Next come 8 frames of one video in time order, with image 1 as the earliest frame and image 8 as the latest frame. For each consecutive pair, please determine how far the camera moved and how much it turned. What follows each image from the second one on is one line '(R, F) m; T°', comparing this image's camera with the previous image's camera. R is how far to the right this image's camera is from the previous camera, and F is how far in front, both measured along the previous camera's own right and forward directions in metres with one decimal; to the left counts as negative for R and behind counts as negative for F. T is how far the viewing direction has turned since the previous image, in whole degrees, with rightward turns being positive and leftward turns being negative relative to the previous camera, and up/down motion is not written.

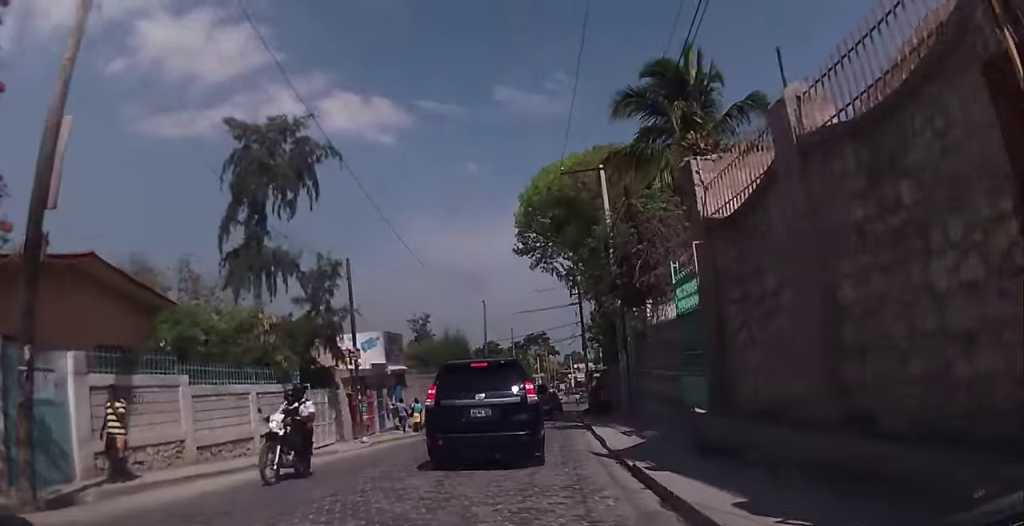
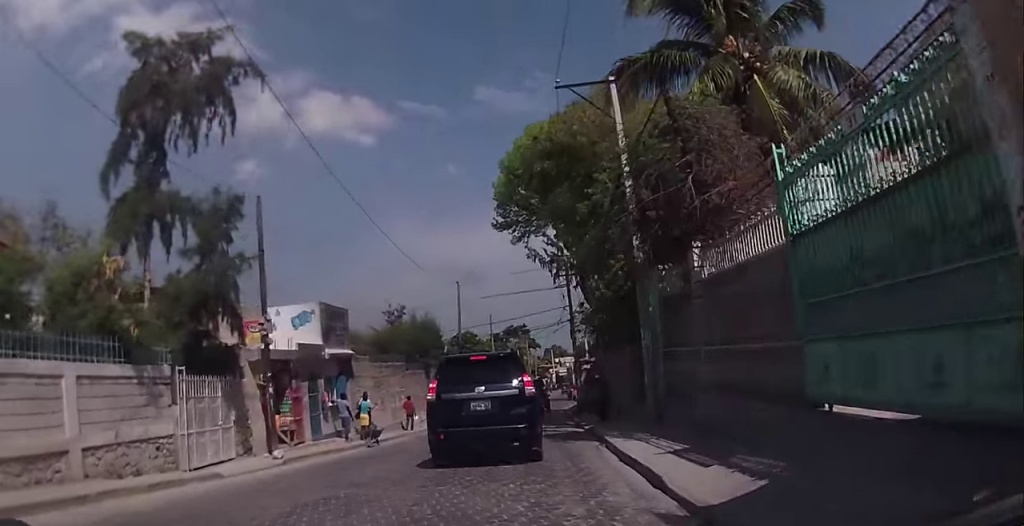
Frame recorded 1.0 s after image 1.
(0.0, +7.4) m; +2°
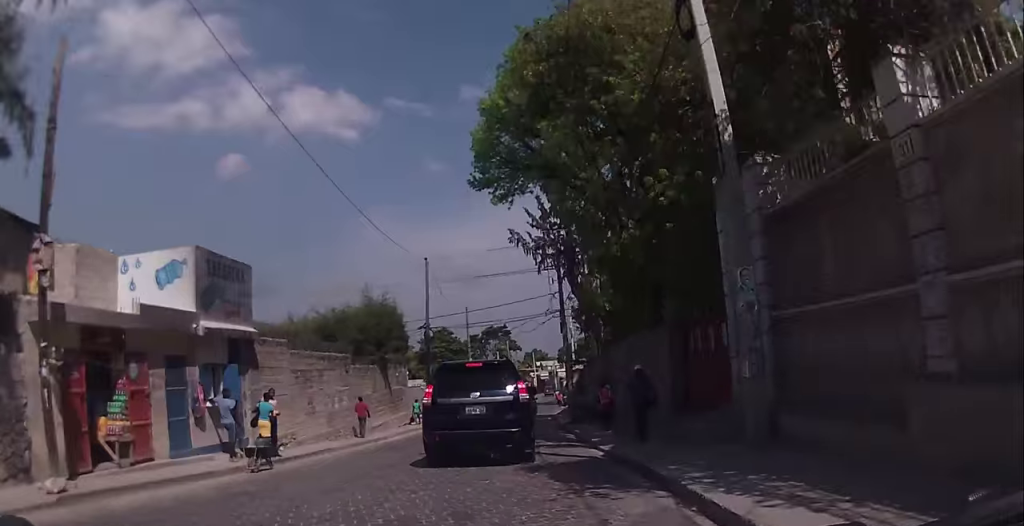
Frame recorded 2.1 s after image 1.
(+0.5, +8.3) m; +6°
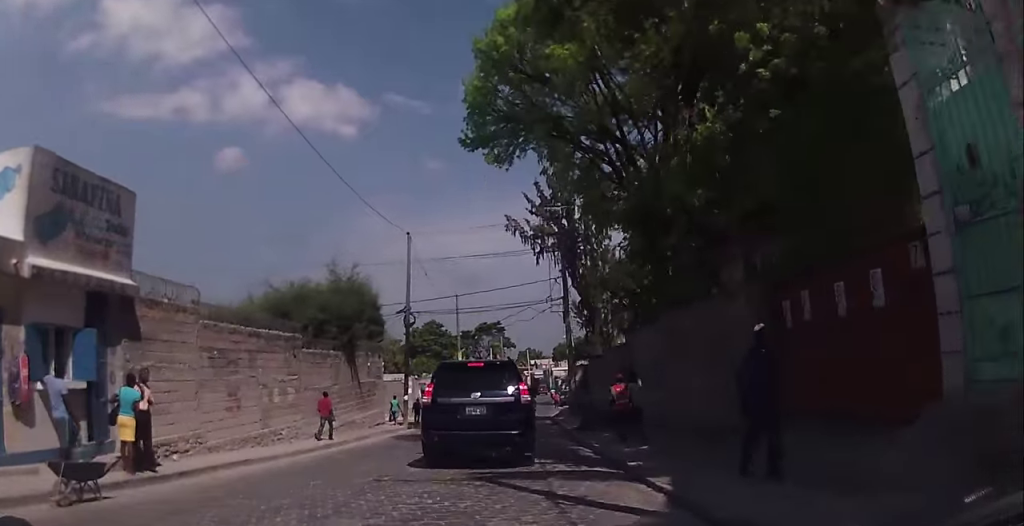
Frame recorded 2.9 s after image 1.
(+0.5, +5.9) m; -1°
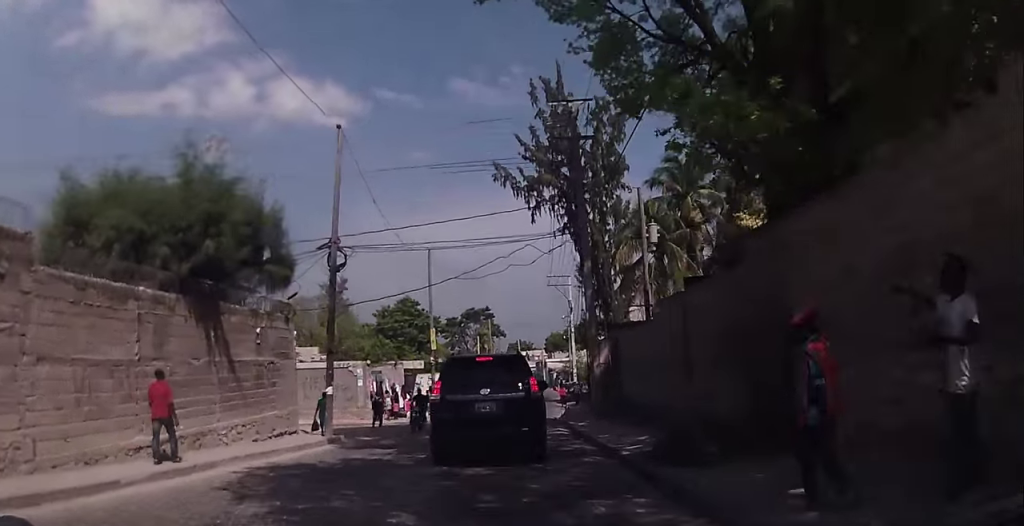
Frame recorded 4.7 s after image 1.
(-1.0, +13.0) m; +1°
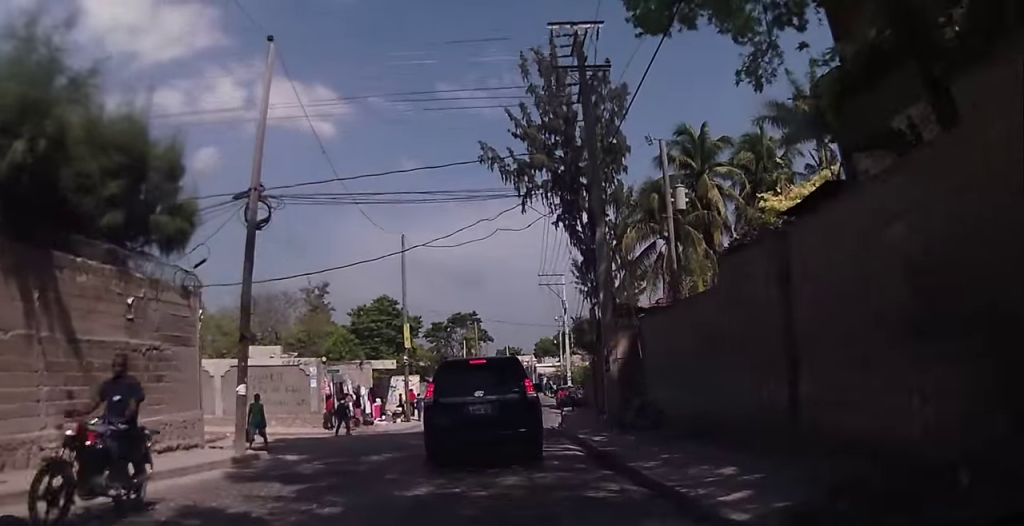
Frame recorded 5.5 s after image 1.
(+0.3, +6.2) m; +3°
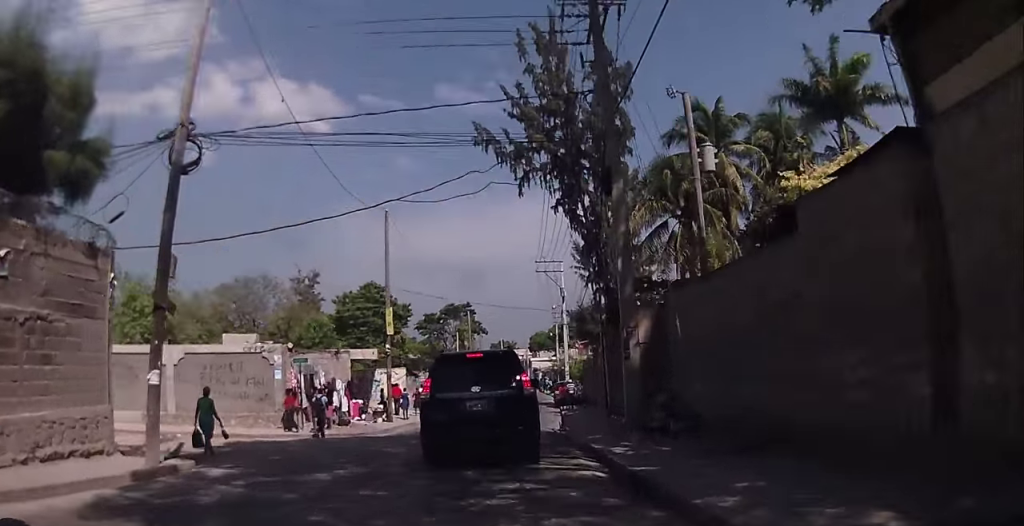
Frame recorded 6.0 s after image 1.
(0.0, +3.7) m; +1°
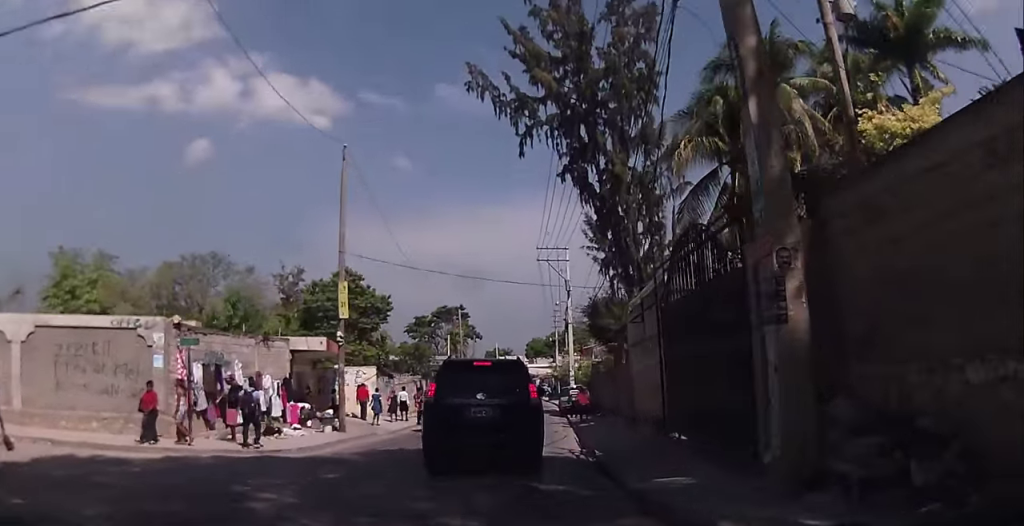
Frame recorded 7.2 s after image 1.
(0.0, +8.5) m; -1°
